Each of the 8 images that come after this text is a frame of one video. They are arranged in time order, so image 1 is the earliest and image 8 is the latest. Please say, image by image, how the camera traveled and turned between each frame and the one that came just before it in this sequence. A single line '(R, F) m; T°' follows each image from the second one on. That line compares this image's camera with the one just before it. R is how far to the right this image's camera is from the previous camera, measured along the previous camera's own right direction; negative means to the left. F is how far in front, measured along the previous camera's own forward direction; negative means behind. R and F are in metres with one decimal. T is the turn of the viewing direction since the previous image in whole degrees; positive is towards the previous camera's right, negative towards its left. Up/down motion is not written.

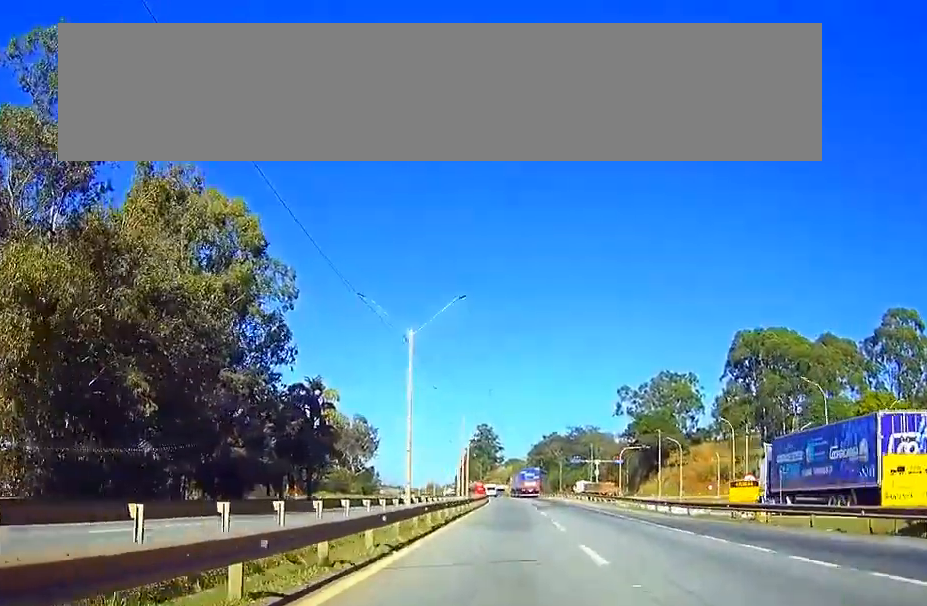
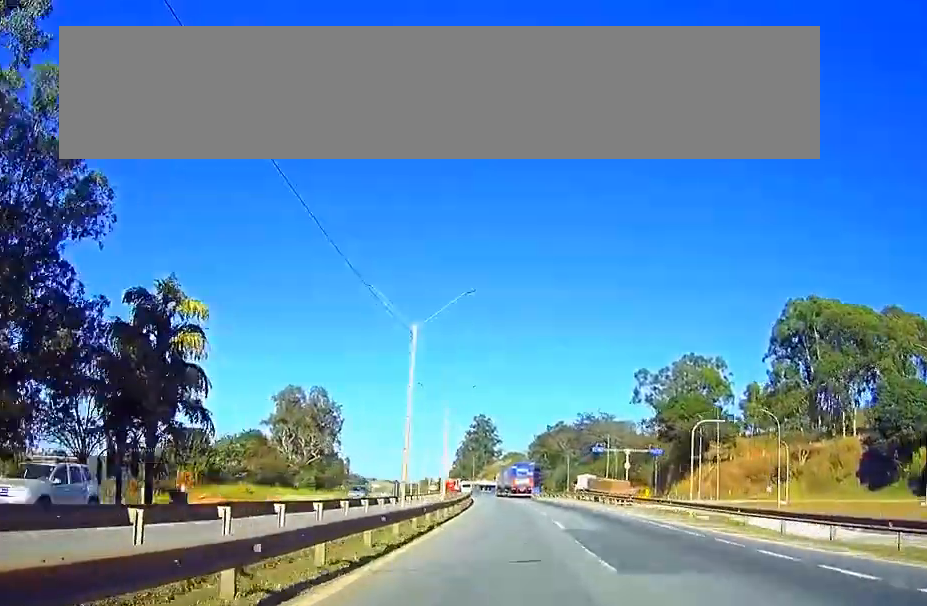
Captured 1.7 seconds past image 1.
(+0.1, +40.7) m; 0°
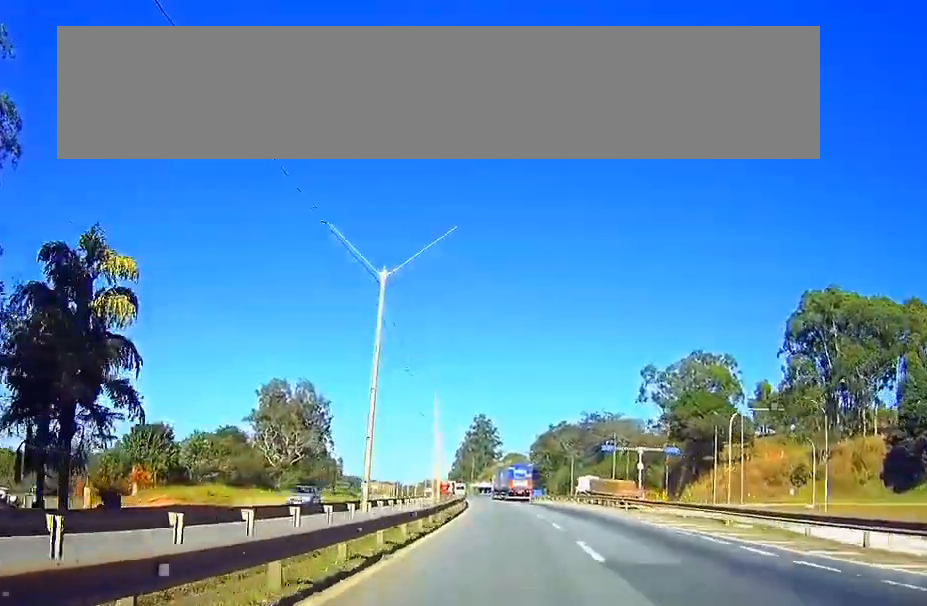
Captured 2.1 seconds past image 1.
(0.0, +10.5) m; 0°
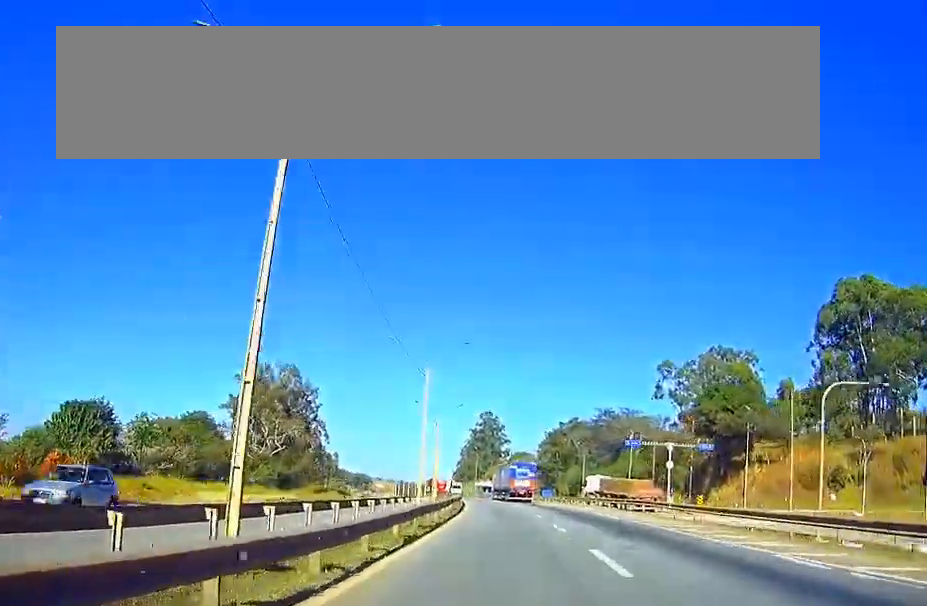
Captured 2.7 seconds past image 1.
(0.0, +14.5) m; 0°
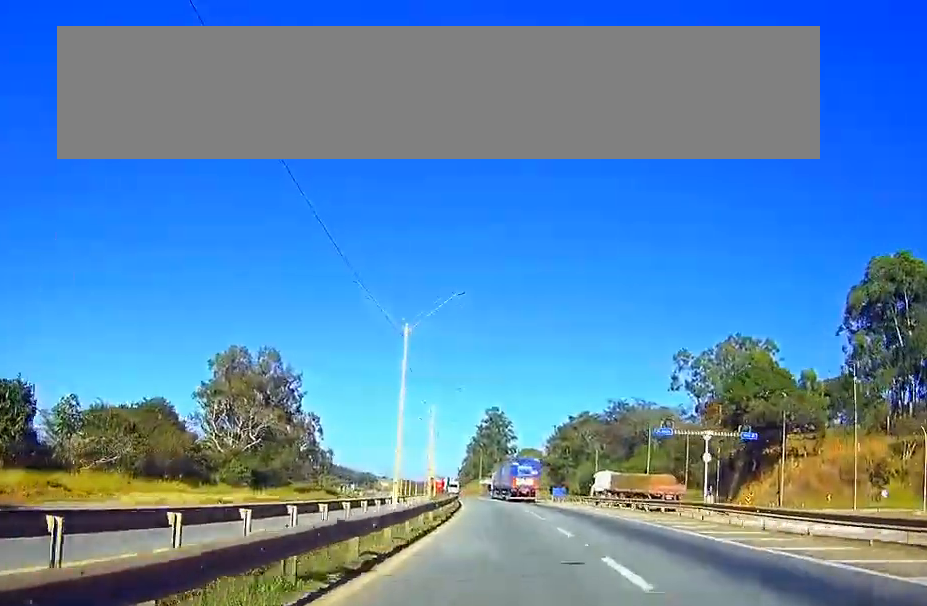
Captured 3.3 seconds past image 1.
(0.0, +13.7) m; 0°
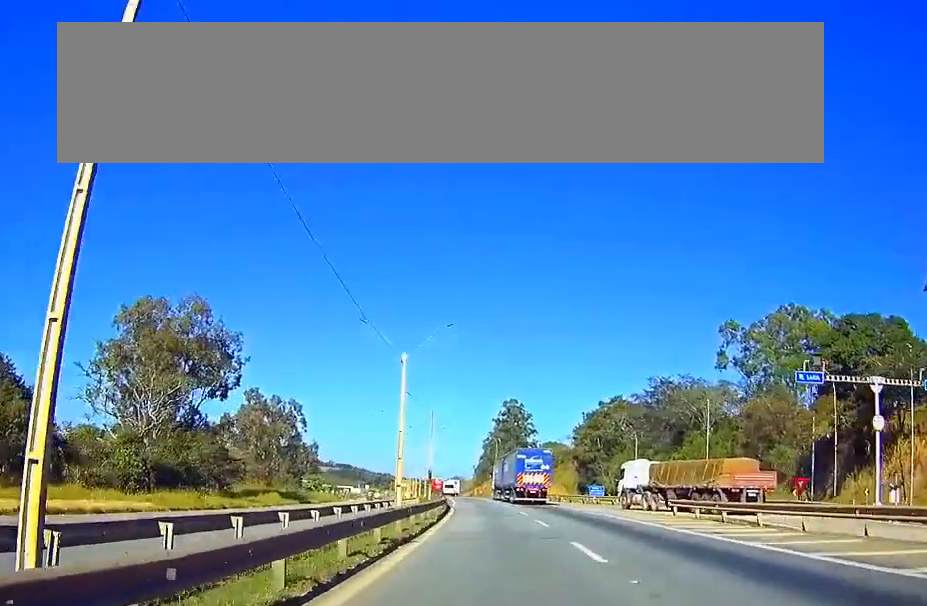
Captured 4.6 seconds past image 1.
(-0.3, +32.2) m; -2°
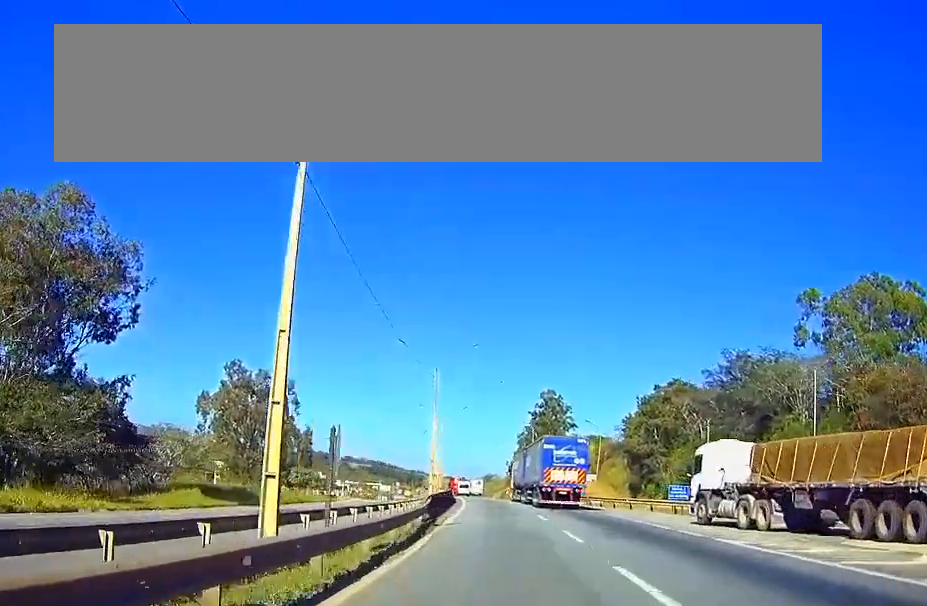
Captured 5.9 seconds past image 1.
(-0.6, +30.8) m; -2°
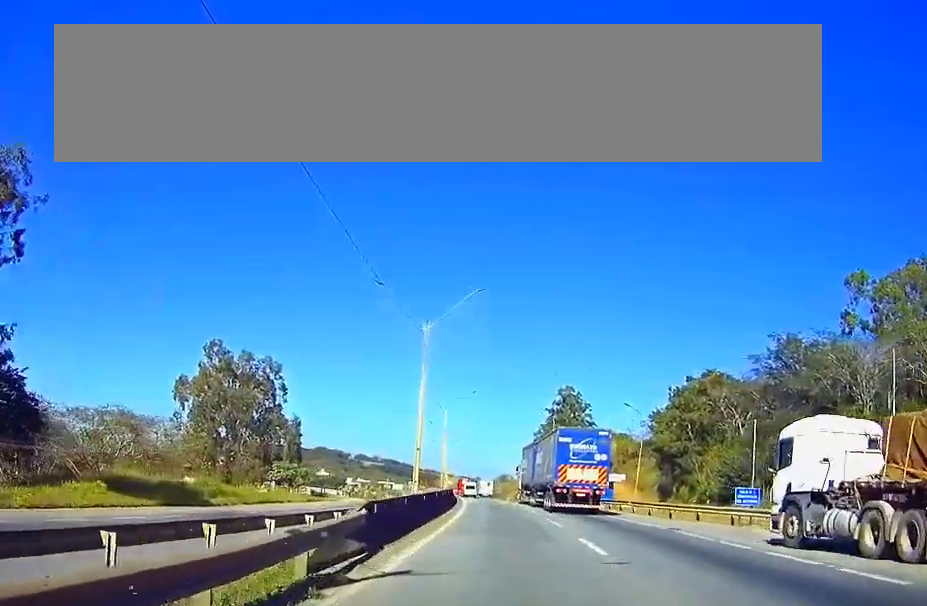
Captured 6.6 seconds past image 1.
(-0.1, +16.2) m; -1°
